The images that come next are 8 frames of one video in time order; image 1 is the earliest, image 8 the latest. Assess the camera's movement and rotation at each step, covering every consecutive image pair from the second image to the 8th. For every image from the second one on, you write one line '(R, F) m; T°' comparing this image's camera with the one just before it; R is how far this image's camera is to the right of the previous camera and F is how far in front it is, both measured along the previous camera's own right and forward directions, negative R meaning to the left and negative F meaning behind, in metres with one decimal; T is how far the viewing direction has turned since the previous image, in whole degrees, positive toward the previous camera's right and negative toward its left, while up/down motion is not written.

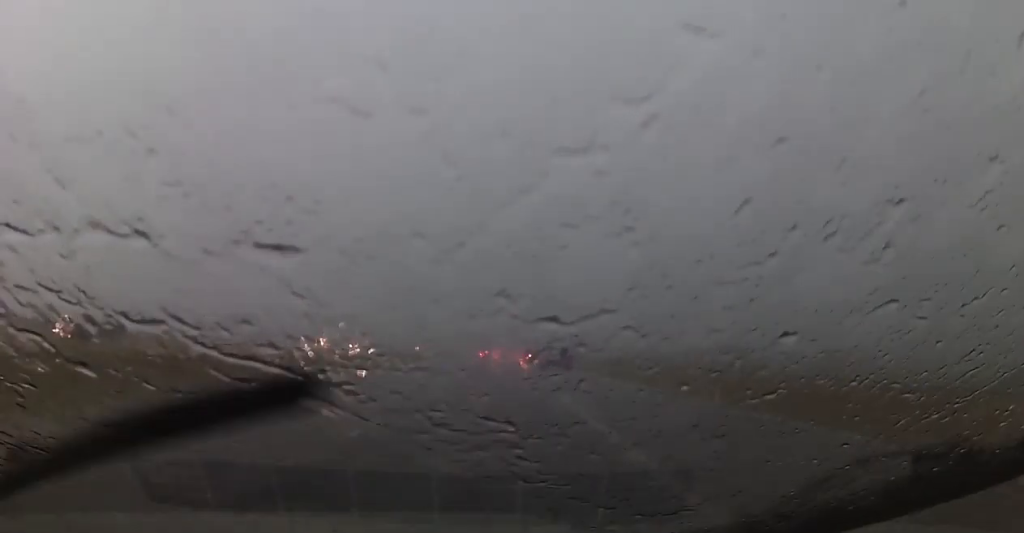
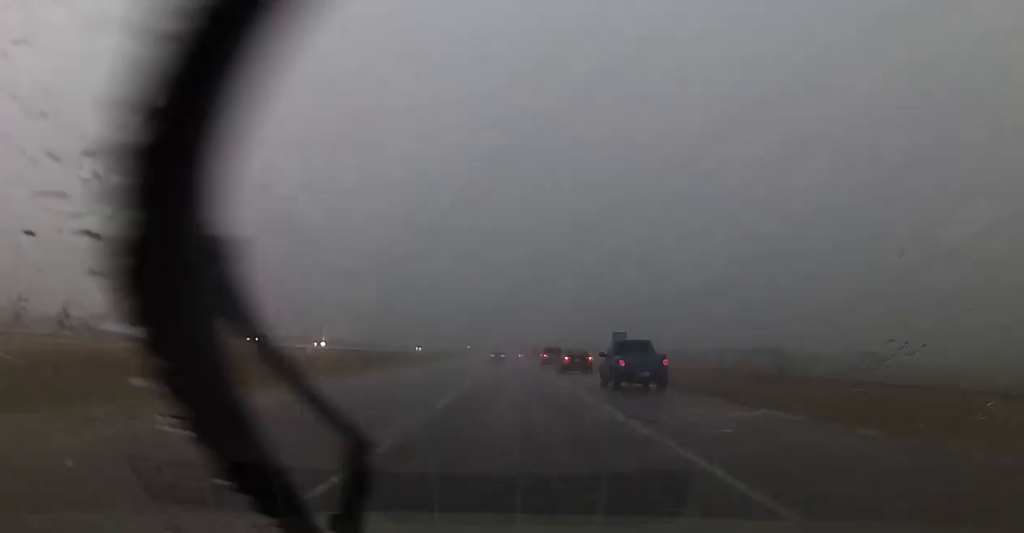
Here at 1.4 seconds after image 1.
(-0.2, +22.6) m; -1°
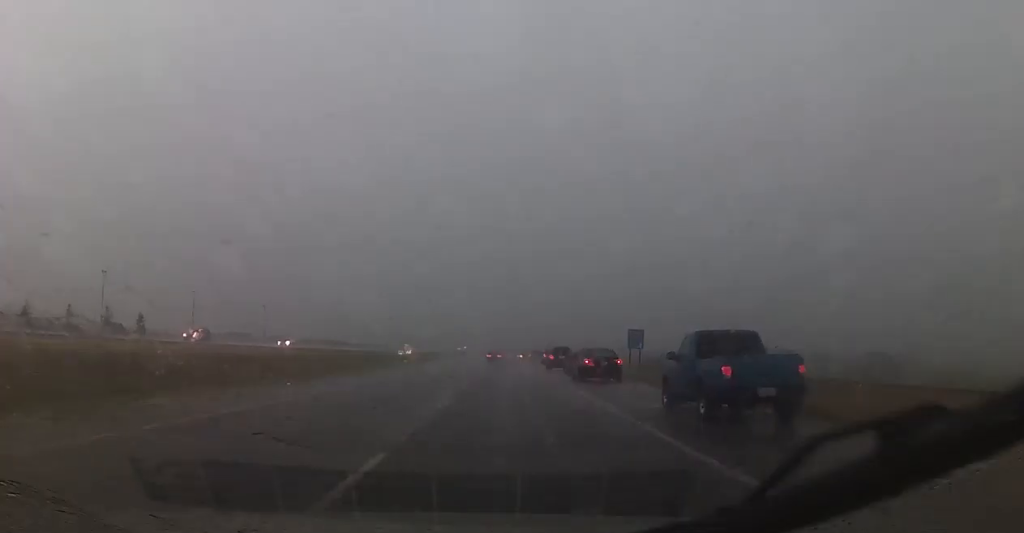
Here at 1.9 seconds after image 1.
(-0.1, +9.3) m; -1°
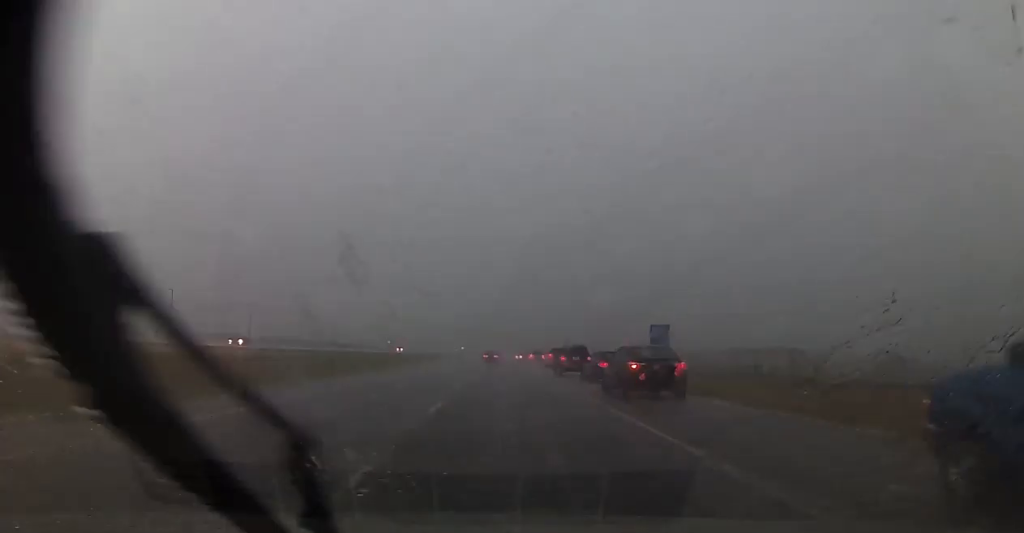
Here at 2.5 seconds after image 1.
(0.0, +10.0) m; 0°
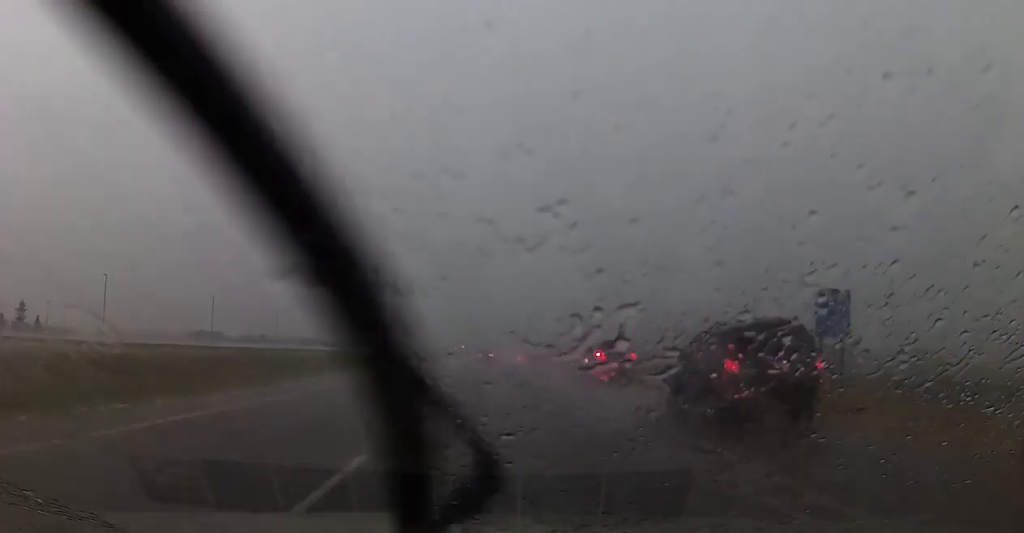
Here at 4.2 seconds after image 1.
(0.0, +27.3) m; 0°
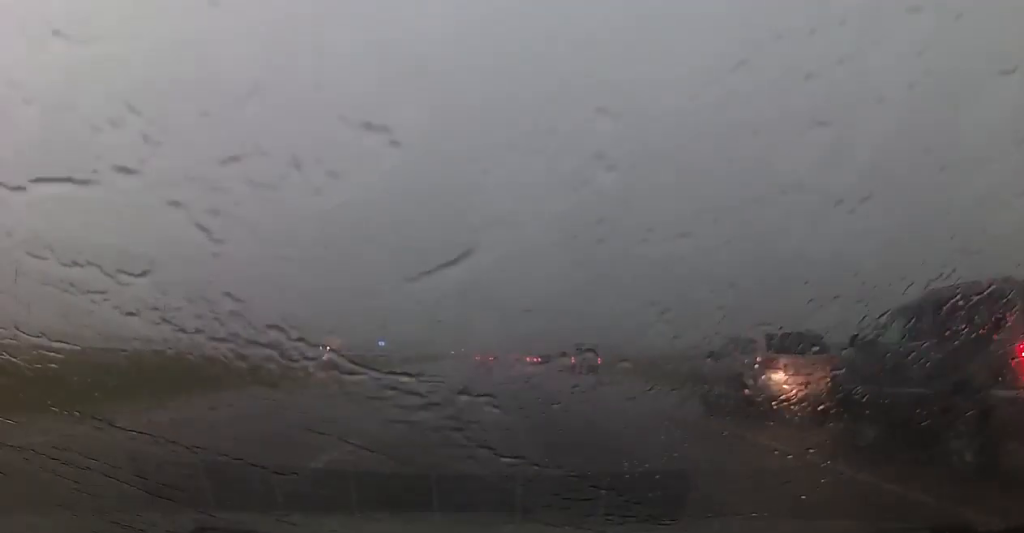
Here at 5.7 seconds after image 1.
(0.0, +25.9) m; -1°
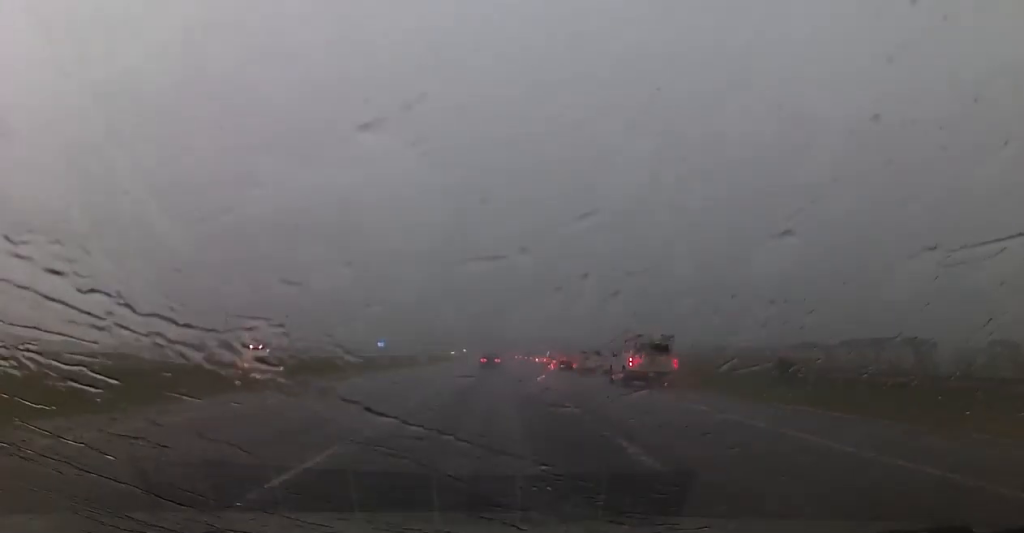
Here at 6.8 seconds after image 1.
(-0.2, +19.4) m; +1°
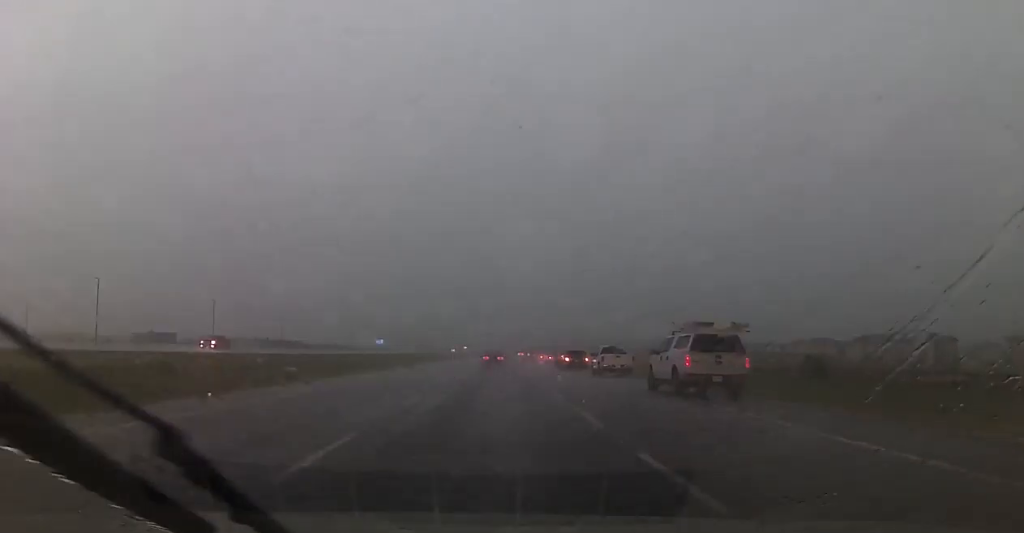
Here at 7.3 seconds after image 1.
(+0.2, +8.1) m; 0°
